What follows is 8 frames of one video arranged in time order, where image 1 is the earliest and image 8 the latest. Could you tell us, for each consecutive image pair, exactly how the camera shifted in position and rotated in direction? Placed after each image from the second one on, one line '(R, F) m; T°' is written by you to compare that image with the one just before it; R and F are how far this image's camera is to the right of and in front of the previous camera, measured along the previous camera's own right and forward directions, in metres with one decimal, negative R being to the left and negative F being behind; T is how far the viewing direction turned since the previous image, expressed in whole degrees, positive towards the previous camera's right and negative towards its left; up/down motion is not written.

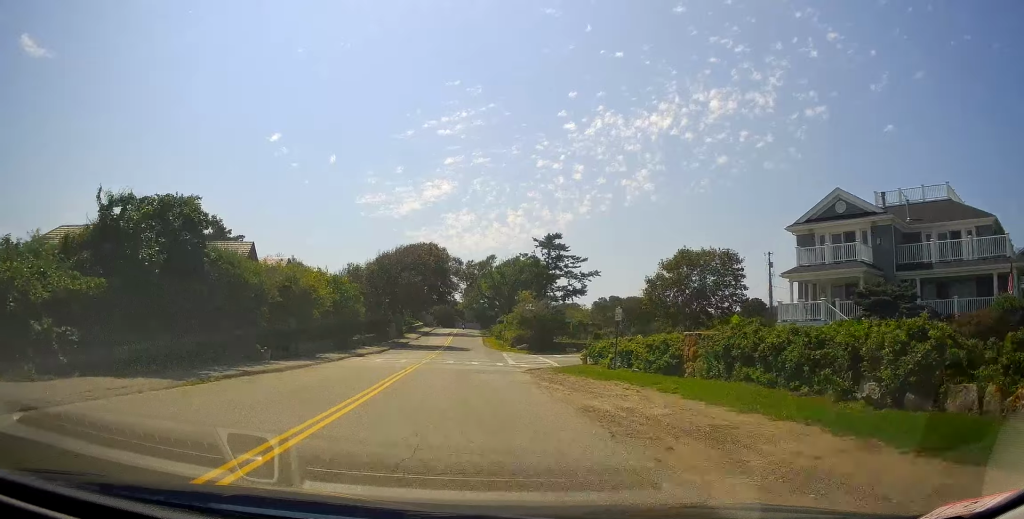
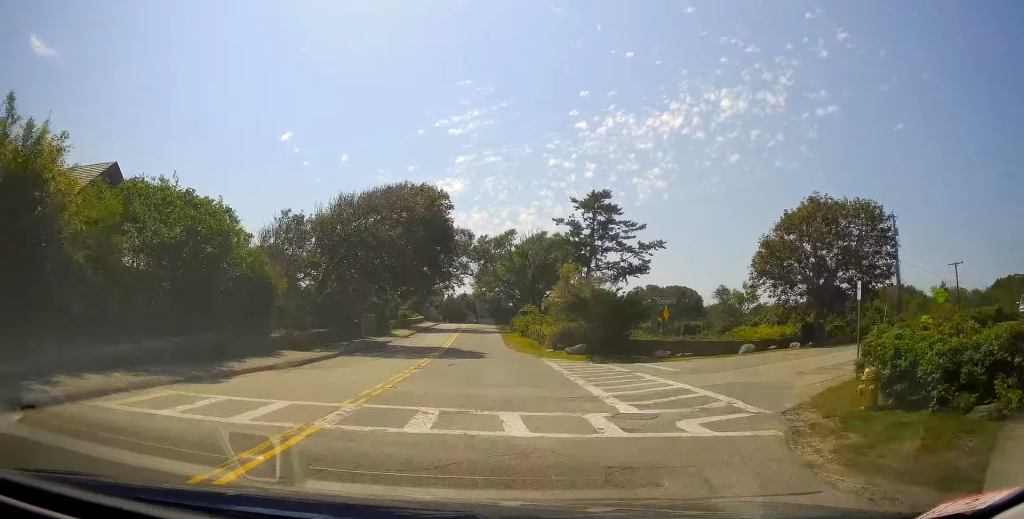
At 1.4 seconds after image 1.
(-0.9, +21.3) m; -2°
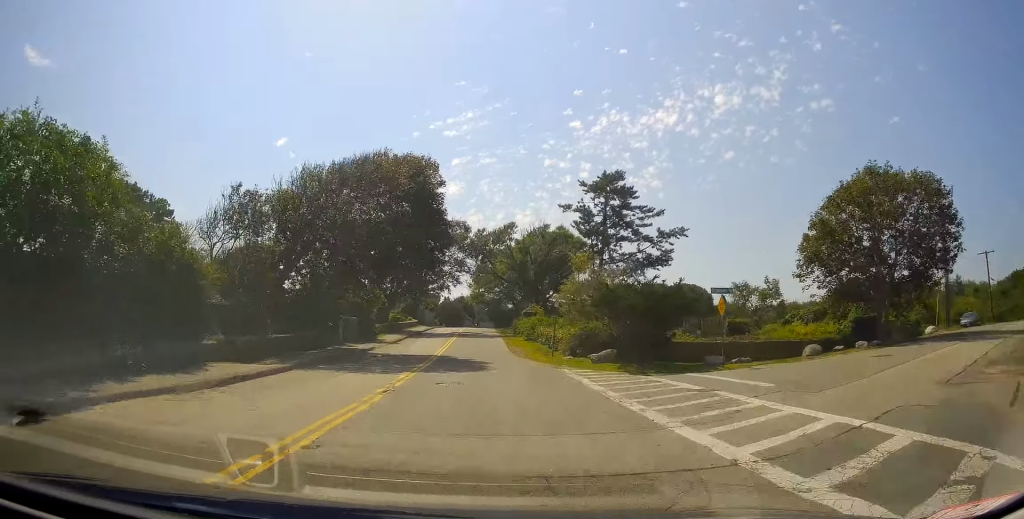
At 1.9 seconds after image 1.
(+0.1, +6.6) m; 0°
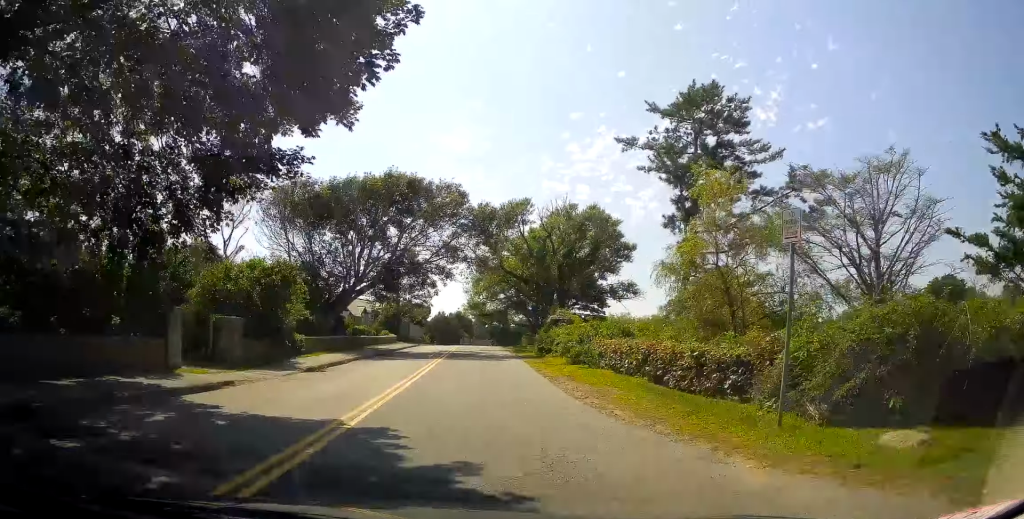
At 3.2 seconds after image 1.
(-0.3, +21.0) m; -2°
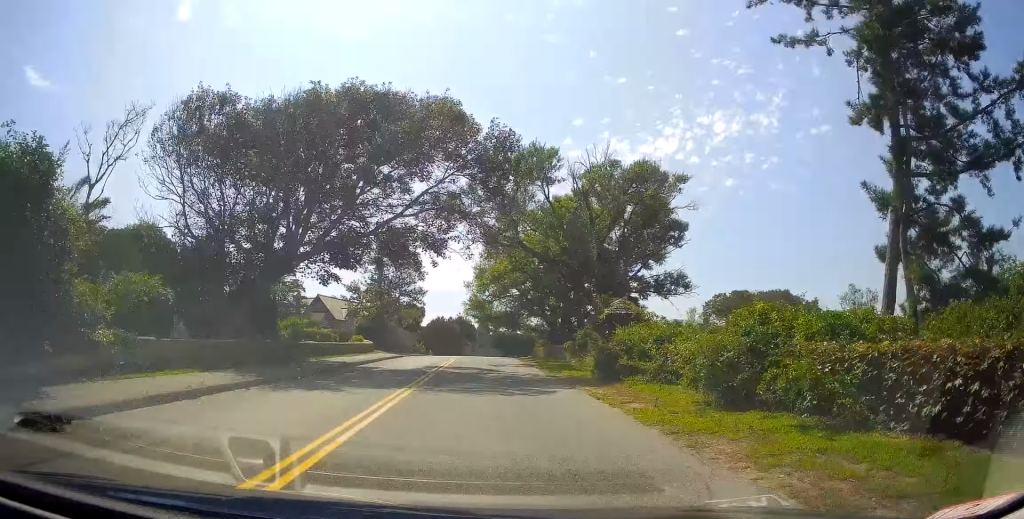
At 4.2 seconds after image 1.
(-0.1, +15.2) m; -2°
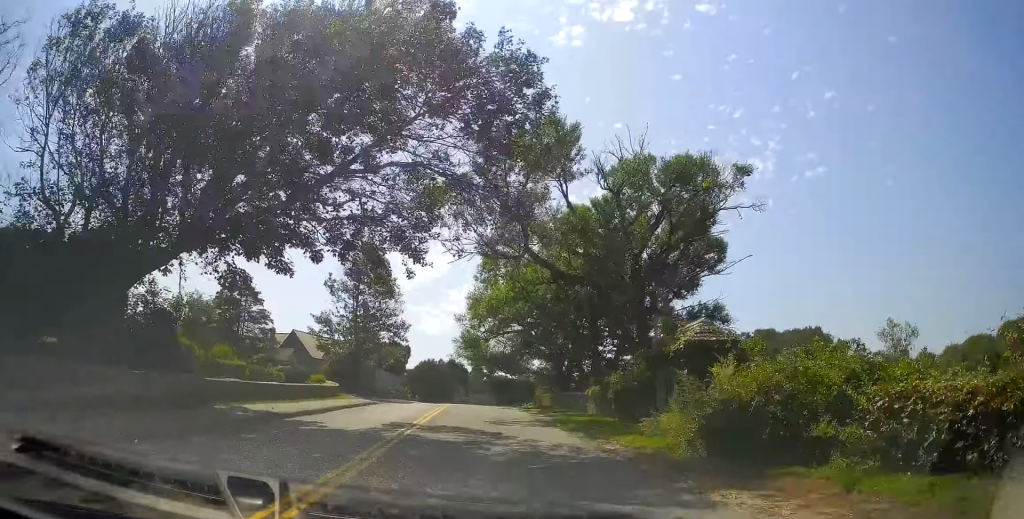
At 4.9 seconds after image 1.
(-0.4, +9.4) m; +1°
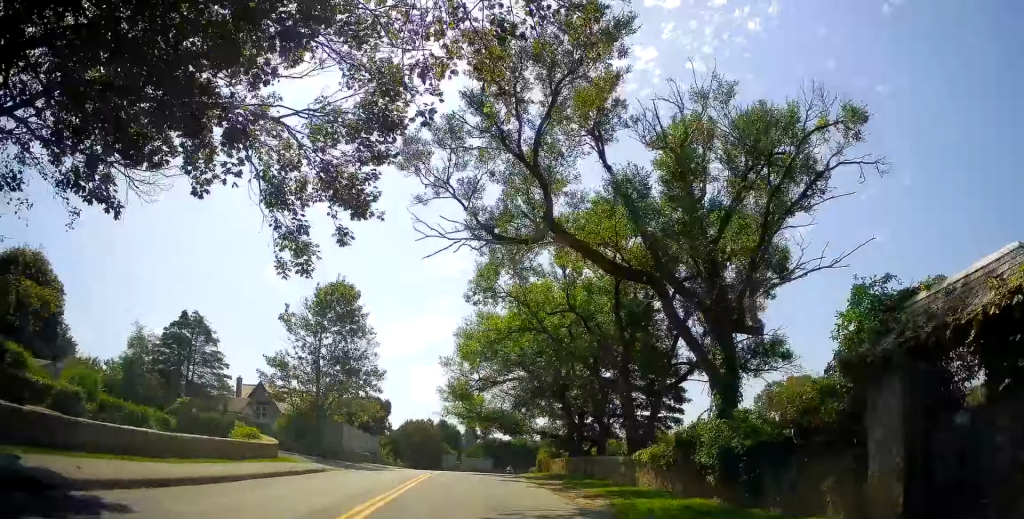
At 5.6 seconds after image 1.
(+0.2, +10.2) m; +1°
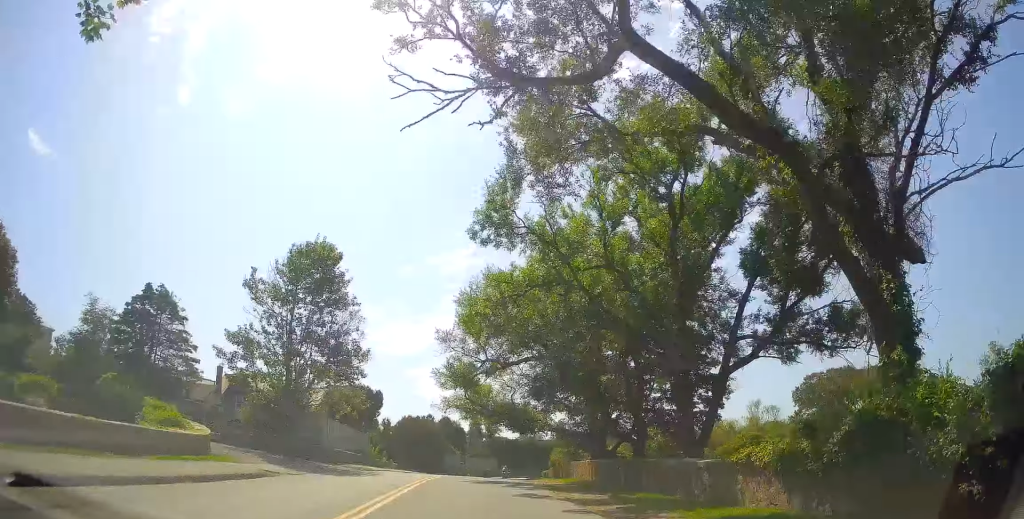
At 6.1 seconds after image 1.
(+0.3, +7.7) m; +1°
